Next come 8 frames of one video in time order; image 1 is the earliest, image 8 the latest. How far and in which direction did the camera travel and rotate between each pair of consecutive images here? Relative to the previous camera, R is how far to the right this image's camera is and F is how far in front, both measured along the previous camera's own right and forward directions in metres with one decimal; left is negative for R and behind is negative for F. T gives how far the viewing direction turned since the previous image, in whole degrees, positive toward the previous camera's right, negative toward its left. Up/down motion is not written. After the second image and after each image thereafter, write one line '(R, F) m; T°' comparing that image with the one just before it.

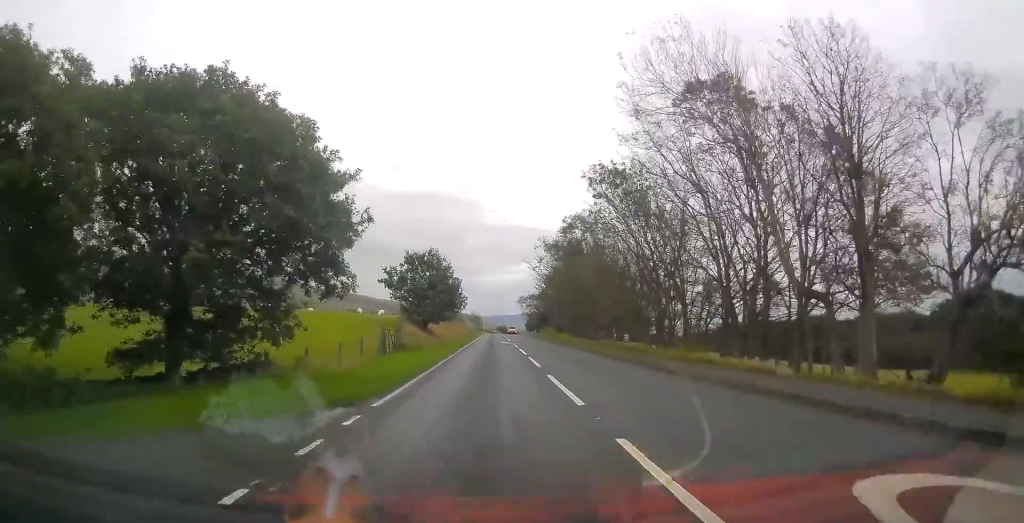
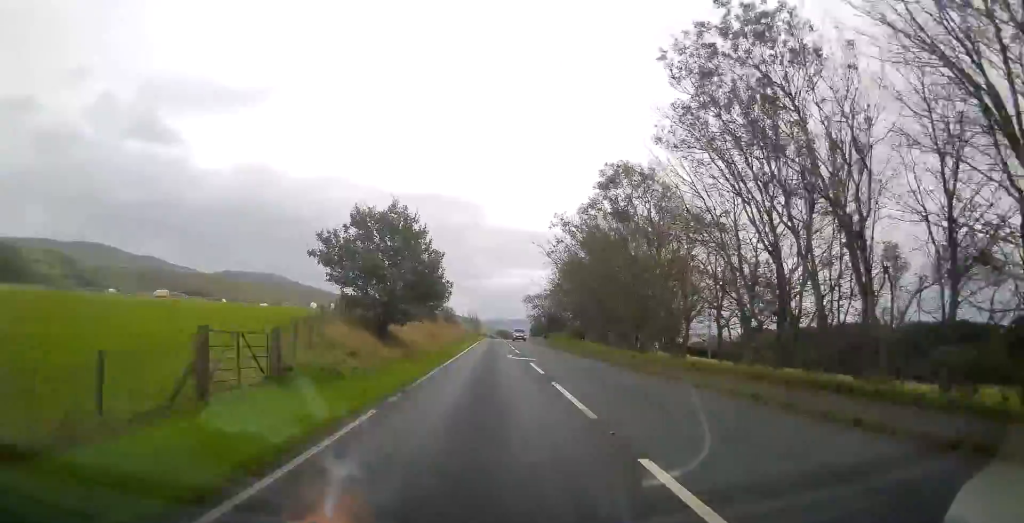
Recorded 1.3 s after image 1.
(+0.1, +19.4) m; 0°
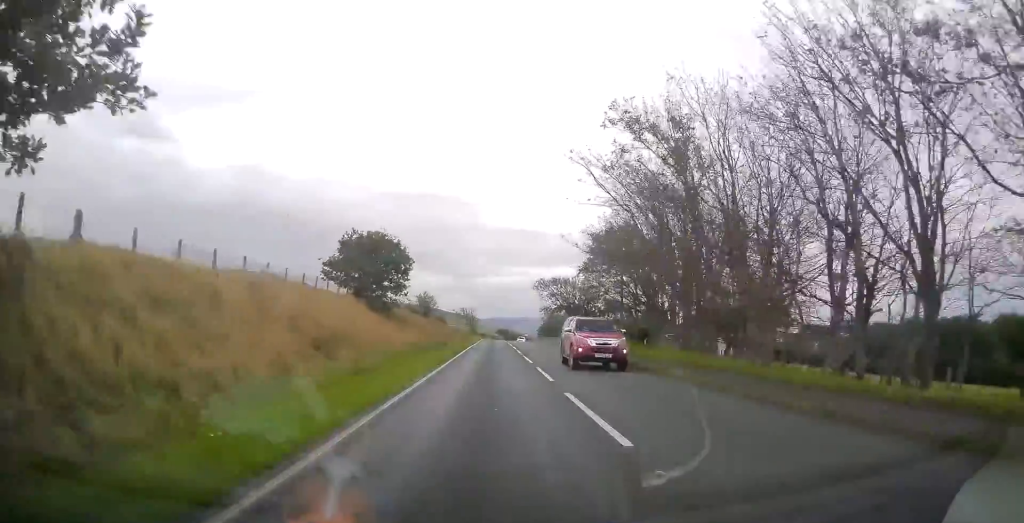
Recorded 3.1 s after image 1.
(0.0, +29.5) m; 0°
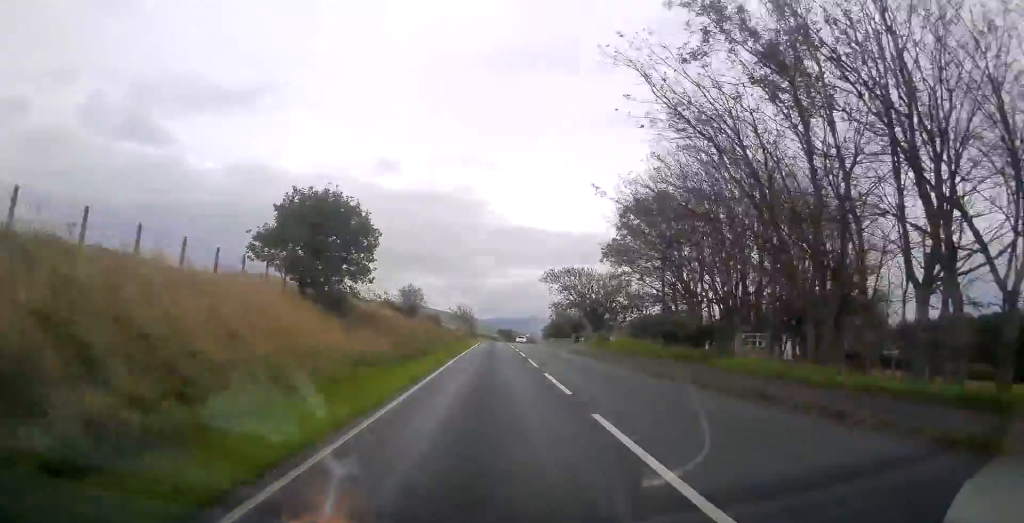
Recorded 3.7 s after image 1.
(0.0, +12.1) m; 0°
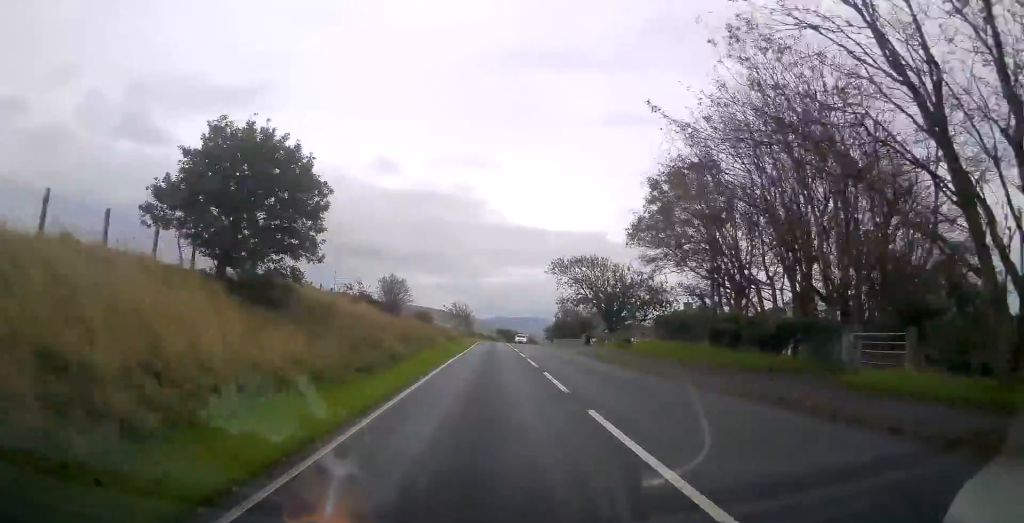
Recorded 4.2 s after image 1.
(0.0, +8.8) m; 0°
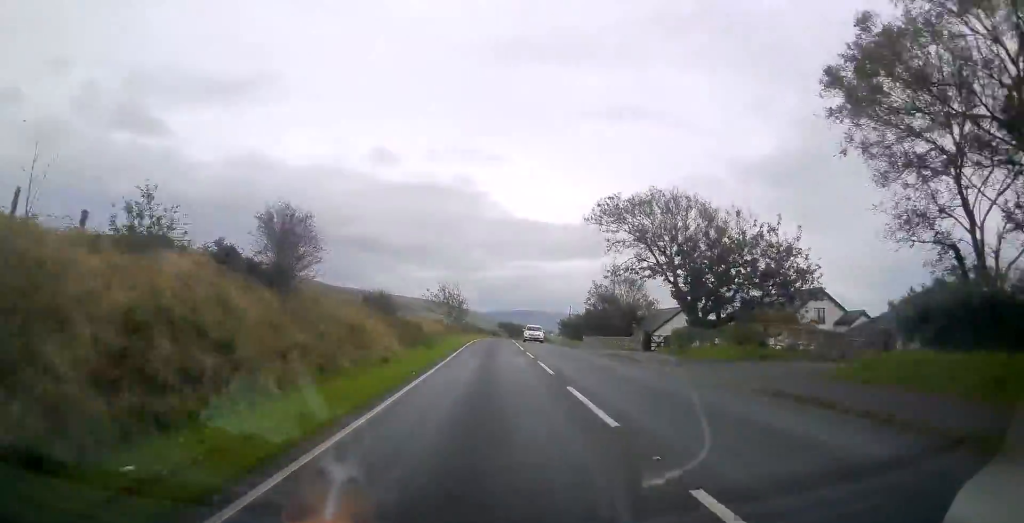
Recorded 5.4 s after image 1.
(-0.1, +22.9) m; 0°
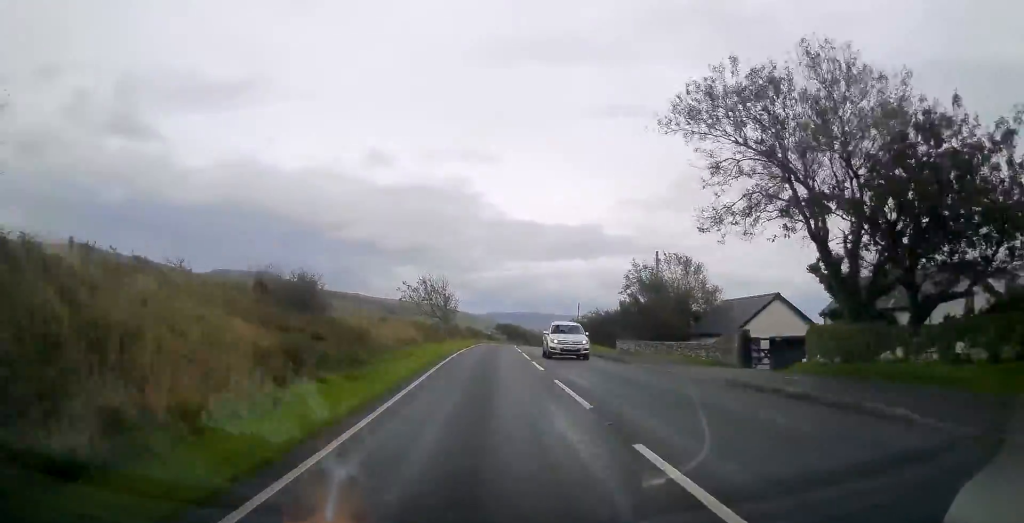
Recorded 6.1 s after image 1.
(+0.1, +15.4) m; +1°
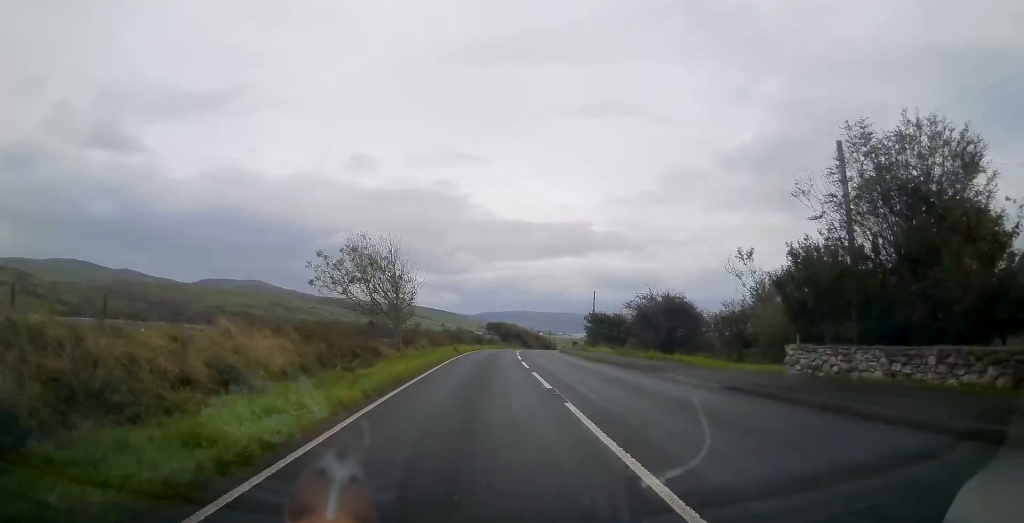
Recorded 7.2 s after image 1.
(+0.2, +22.5) m; +1°
